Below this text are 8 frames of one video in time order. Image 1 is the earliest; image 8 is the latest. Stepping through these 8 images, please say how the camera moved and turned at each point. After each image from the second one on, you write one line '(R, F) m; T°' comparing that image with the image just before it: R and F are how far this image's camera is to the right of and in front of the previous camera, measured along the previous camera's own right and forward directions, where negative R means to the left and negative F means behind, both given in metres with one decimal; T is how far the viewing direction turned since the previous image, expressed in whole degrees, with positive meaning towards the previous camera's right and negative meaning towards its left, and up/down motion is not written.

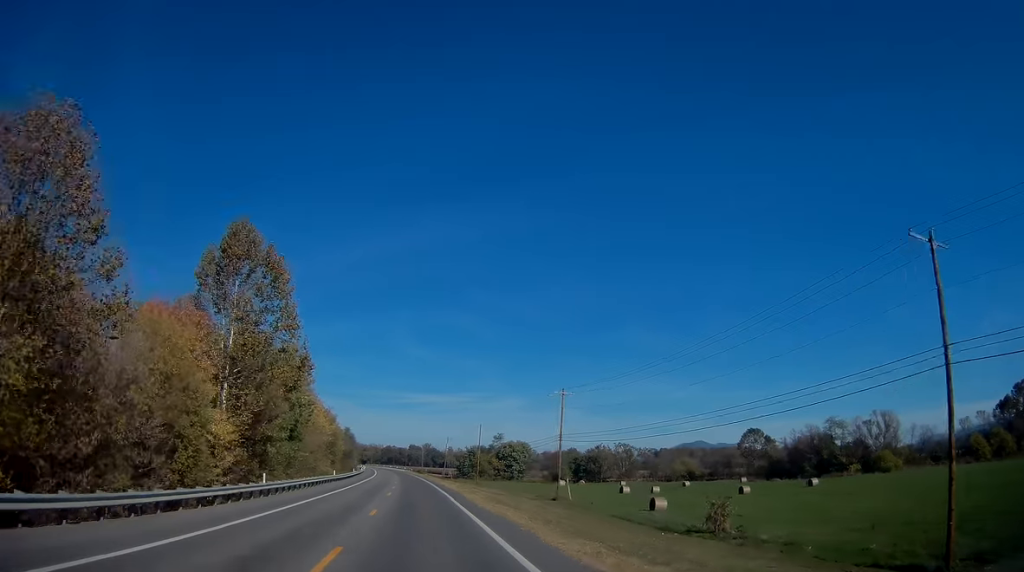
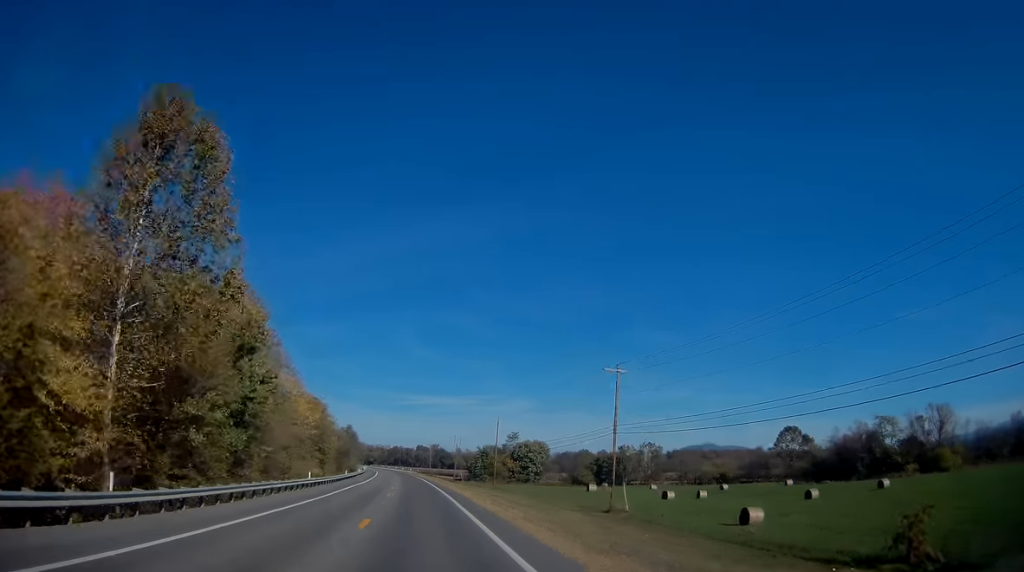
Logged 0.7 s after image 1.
(0.0, +16.9) m; 0°
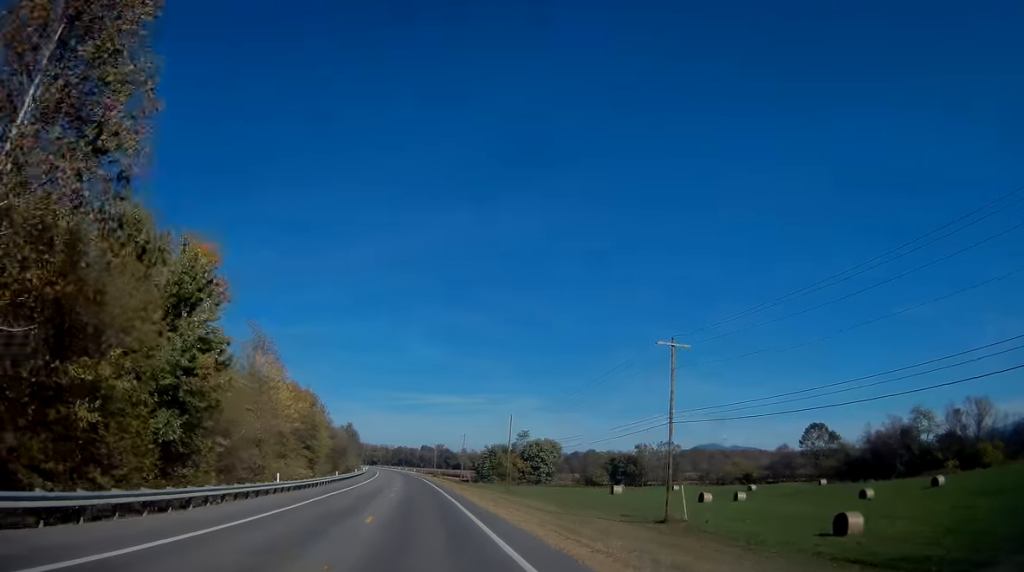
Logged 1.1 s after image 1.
(0.0, +11.0) m; 0°
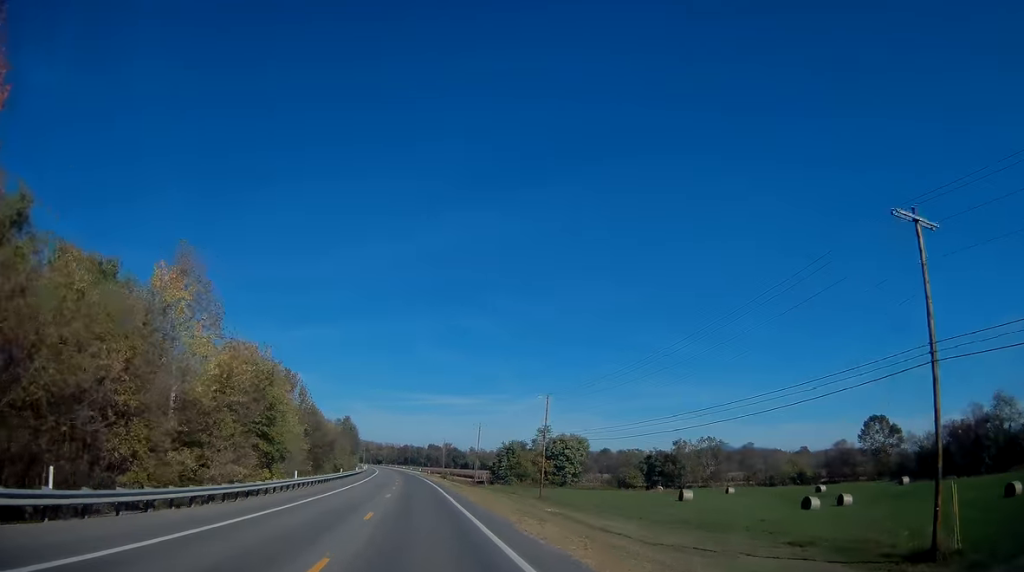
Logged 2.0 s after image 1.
(0.0, +22.8) m; -1°
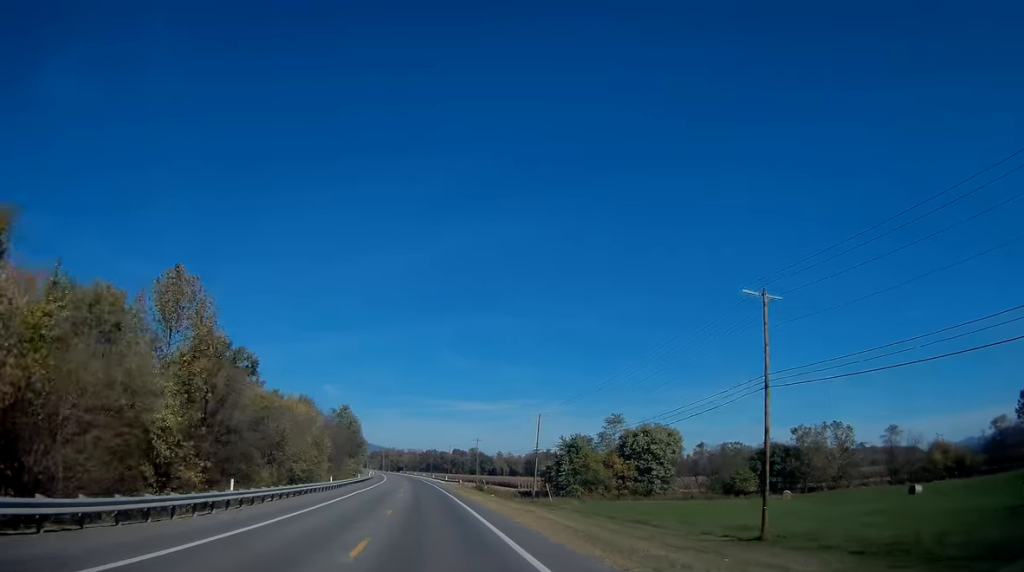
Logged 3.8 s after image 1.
(-1.2, +44.7) m; -2°
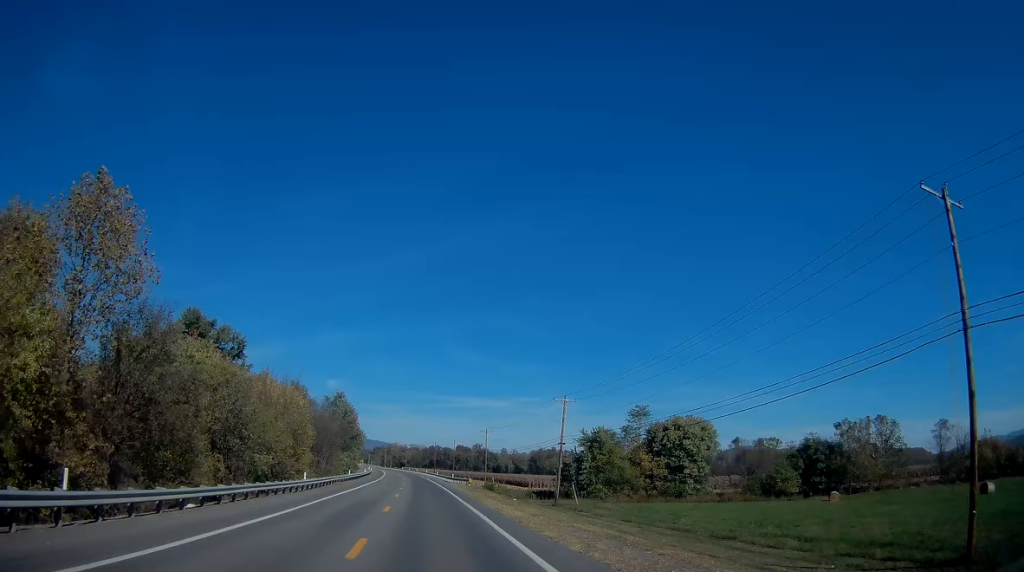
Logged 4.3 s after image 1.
(0.0, +12.7) m; 0°
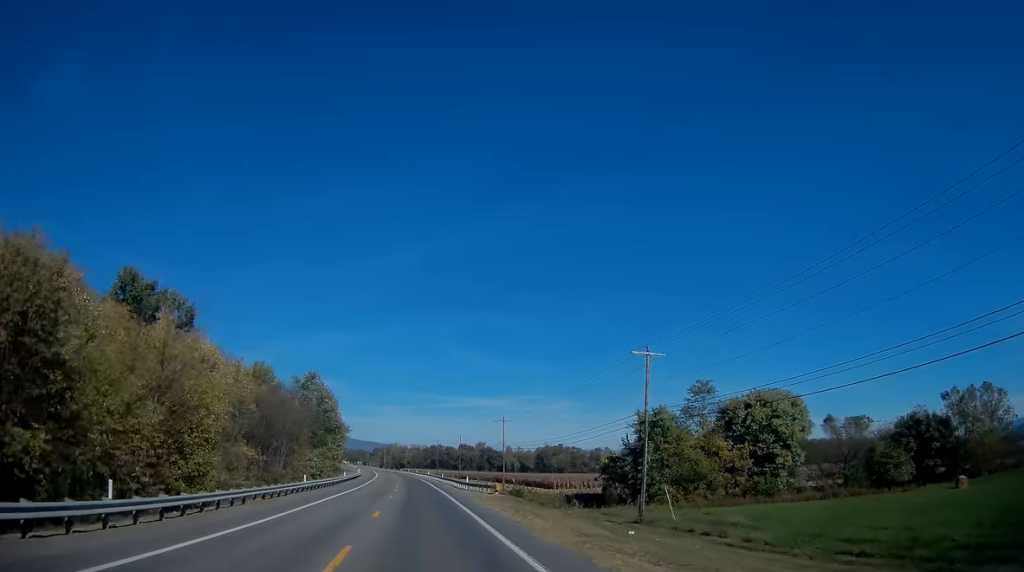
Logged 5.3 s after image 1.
(-0.1, +26.2) m; -1°
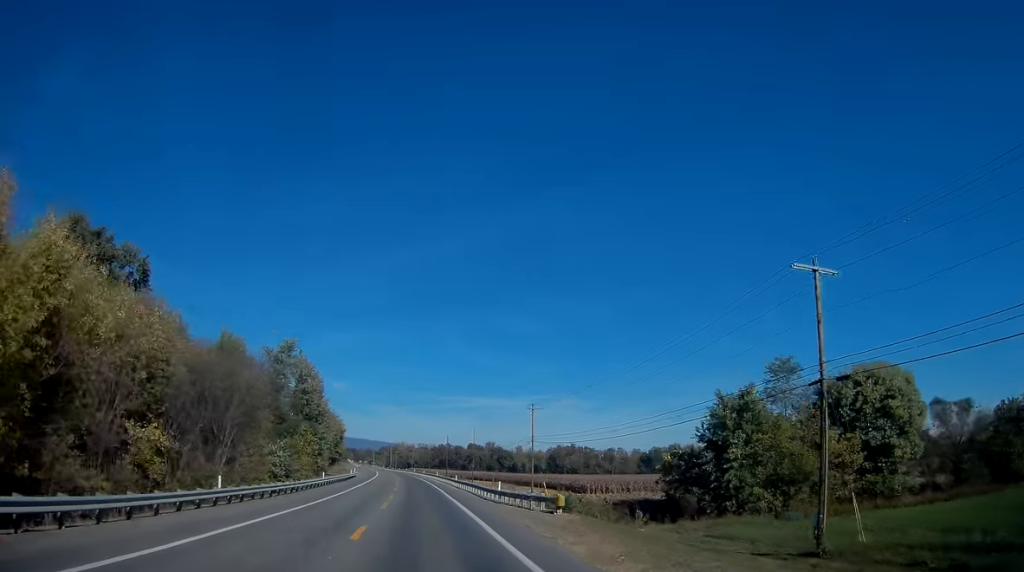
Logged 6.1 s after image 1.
(-0.2, +19.5) m; -1°
